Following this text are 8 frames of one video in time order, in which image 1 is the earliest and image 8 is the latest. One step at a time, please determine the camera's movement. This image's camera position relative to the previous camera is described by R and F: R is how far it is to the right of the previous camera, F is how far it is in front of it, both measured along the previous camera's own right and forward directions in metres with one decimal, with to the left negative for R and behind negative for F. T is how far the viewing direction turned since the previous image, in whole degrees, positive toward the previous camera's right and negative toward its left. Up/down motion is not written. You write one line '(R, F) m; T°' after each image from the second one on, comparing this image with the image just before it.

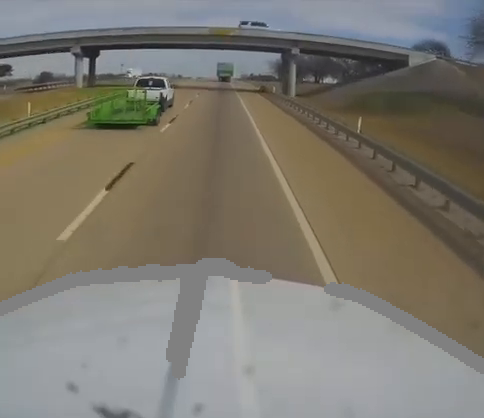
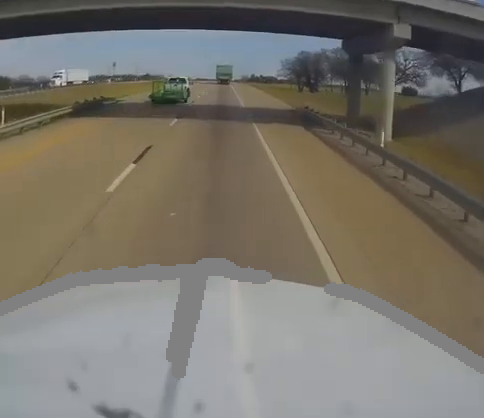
(-0.7, +34.8) m; +1°
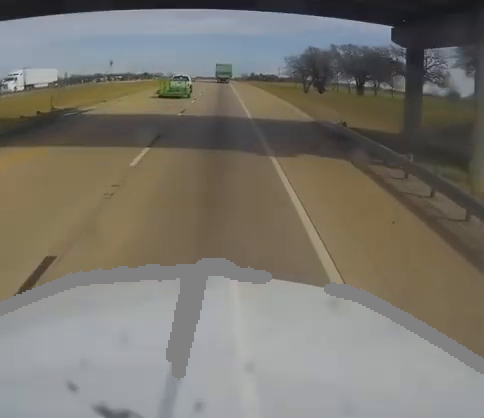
(+0.3, +9.7) m; +1°
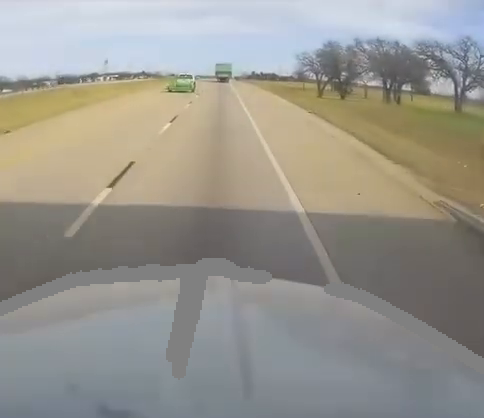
(+1.1, +17.5) m; +1°
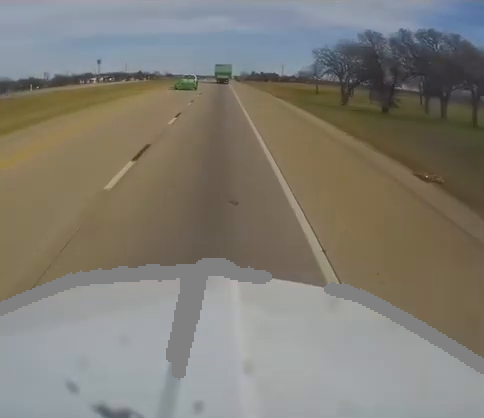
(-0.7, +21.1) m; -2°
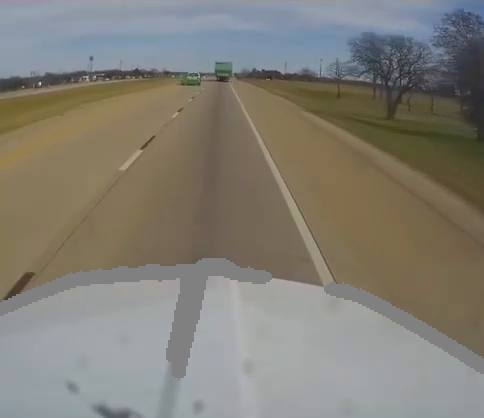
(0.0, +22.7) m; -1°
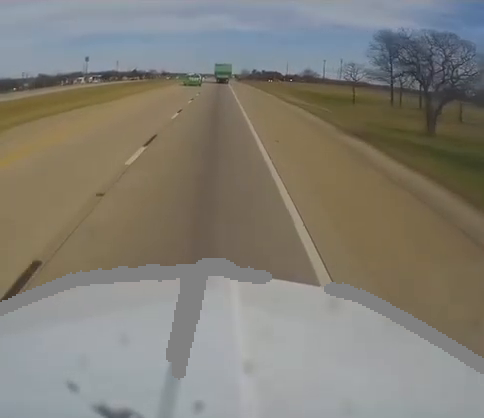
(-0.2, +11.7) m; 0°
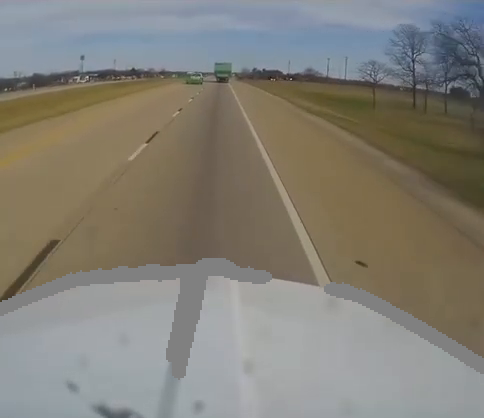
(-0.1, +11.7) m; 0°
